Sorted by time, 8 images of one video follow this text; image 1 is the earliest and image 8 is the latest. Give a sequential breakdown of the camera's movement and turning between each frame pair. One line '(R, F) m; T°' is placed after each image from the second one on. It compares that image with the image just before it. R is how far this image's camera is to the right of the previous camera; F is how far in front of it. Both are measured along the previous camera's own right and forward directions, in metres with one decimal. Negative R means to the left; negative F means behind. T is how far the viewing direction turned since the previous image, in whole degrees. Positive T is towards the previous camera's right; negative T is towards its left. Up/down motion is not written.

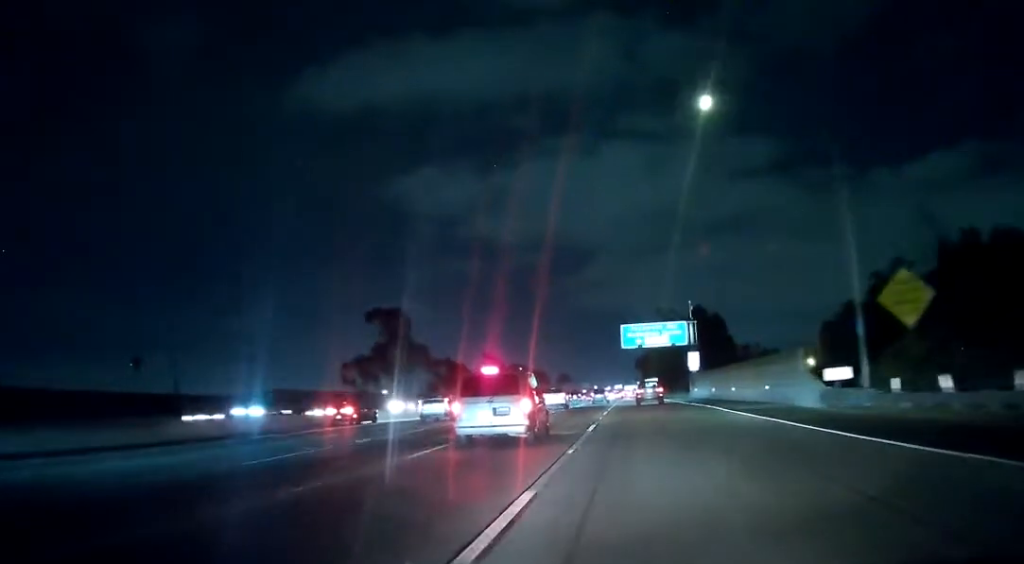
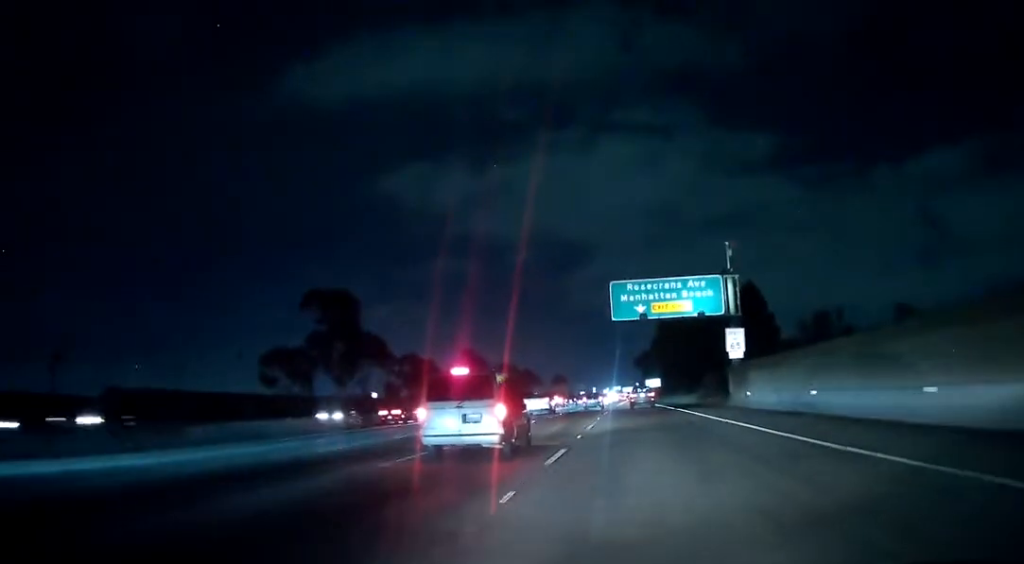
(0.0, +35.5) m; 0°
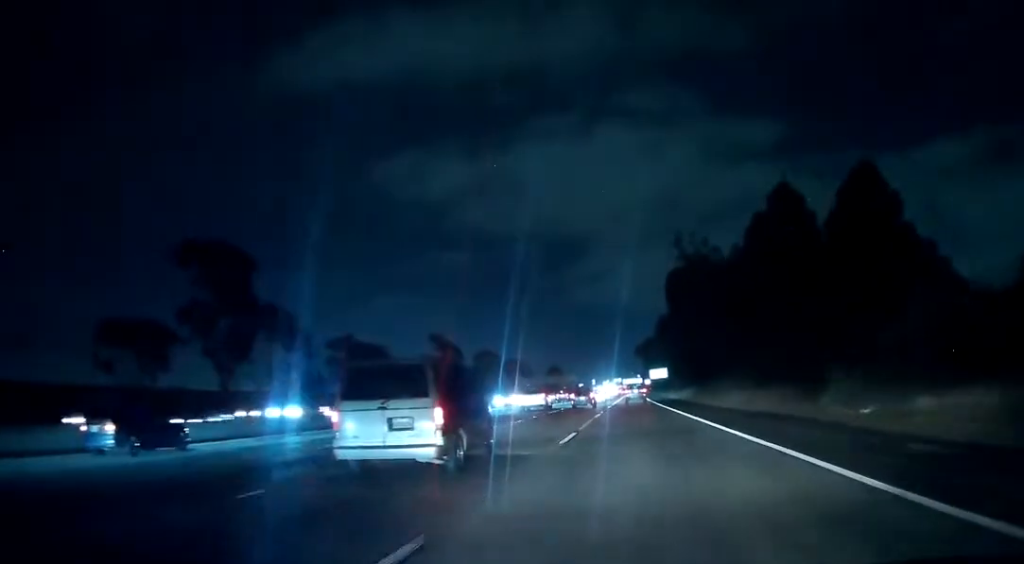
(0.0, +44.6) m; 0°
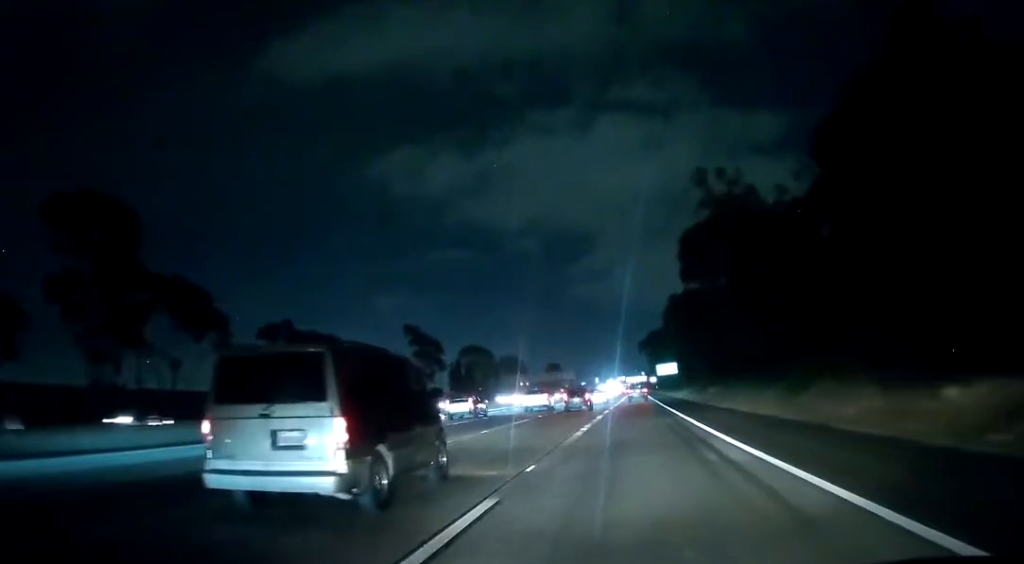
(0.0, +29.7) m; 0°
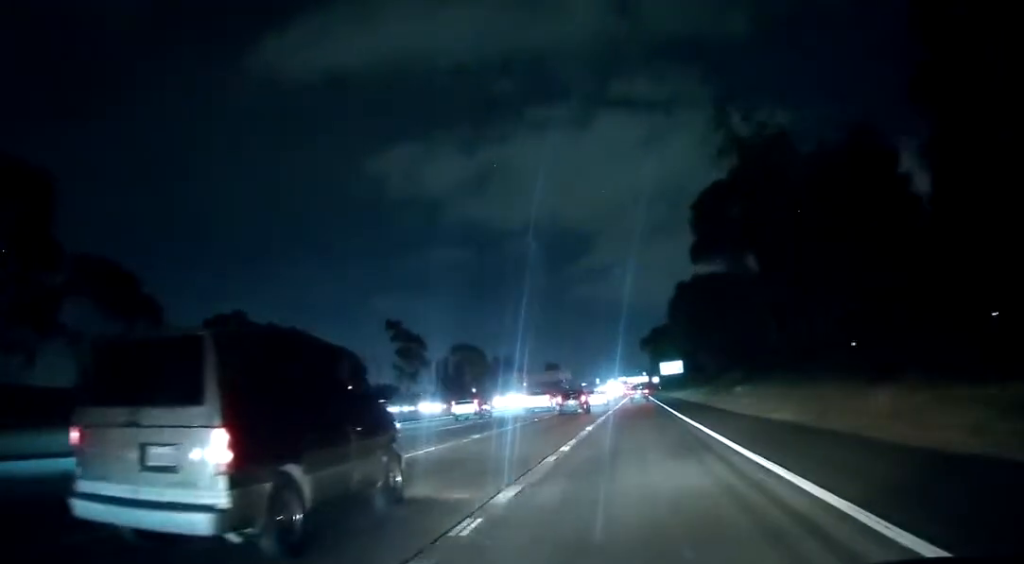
(0.0, +16.3) m; 0°
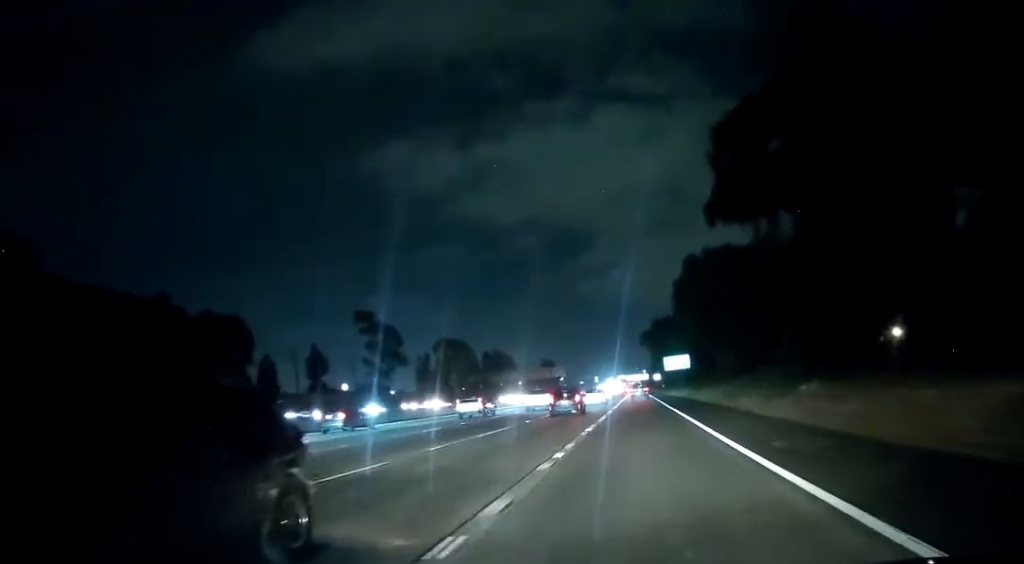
(0.0, +19.9) m; 0°
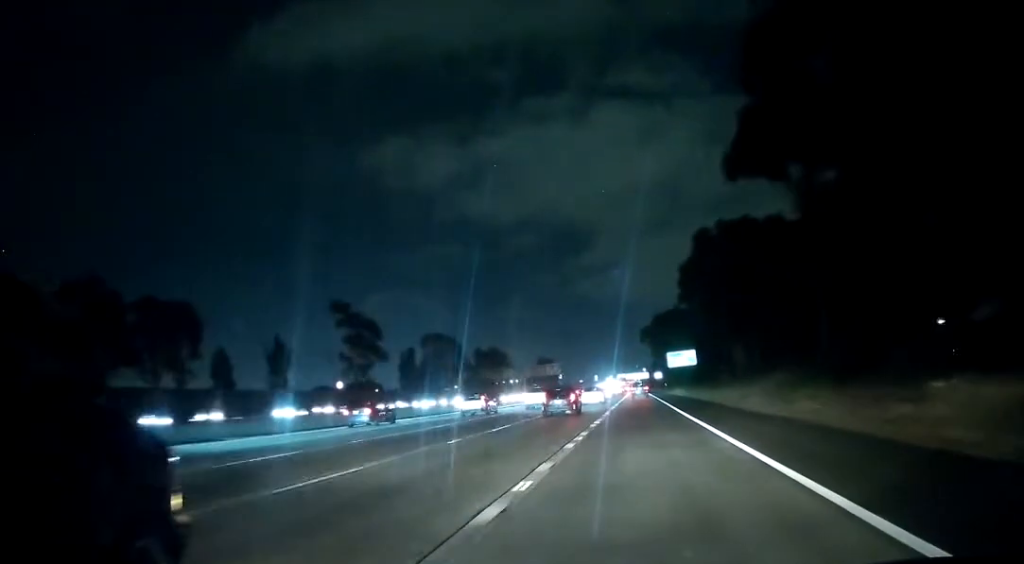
(0.0, +13.9) m; 0°
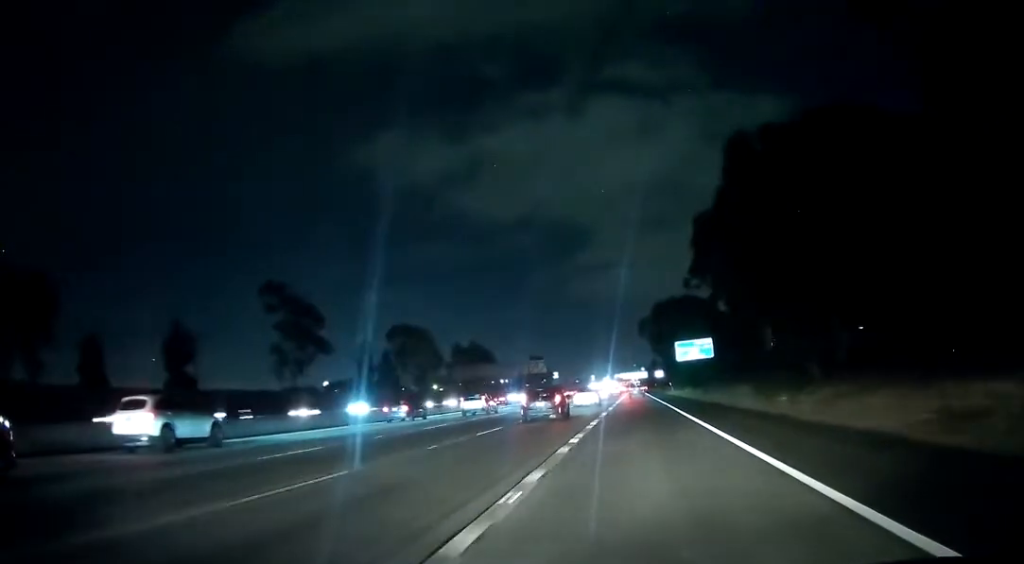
(0.0, +28.8) m; 0°
